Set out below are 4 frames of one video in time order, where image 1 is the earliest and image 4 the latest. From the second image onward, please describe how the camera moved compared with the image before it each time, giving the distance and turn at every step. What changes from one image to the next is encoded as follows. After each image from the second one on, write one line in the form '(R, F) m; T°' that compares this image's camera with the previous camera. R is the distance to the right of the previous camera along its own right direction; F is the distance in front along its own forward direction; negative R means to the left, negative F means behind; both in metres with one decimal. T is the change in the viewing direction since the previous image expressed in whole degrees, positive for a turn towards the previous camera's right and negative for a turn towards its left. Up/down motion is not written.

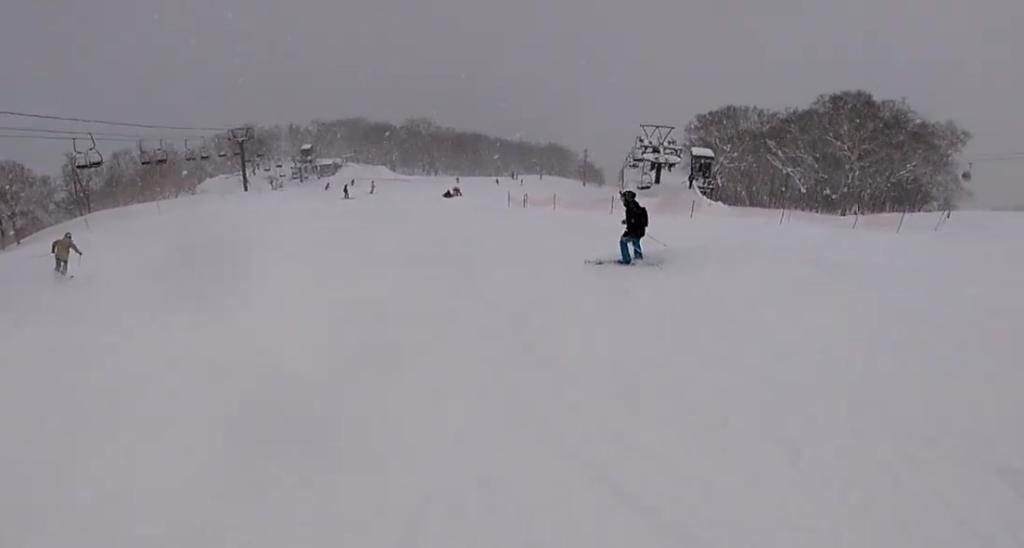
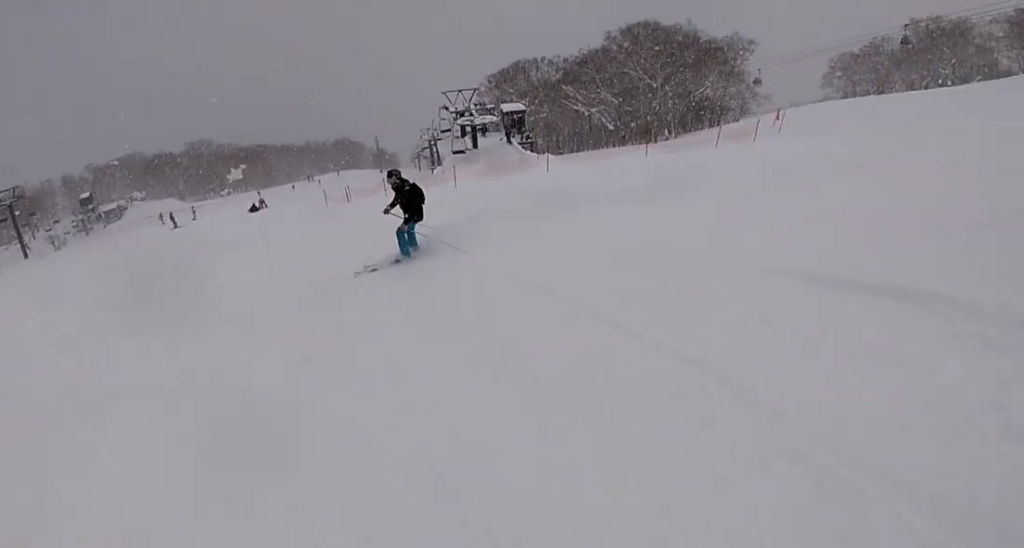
(+0.5, +5.2) m; +13°
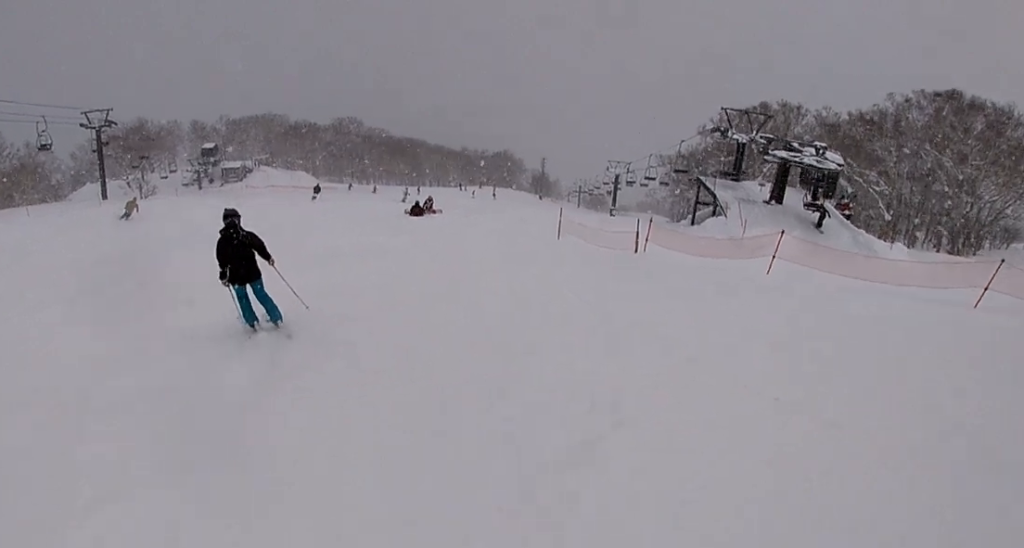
(-3.1, +22.0) m; -16°
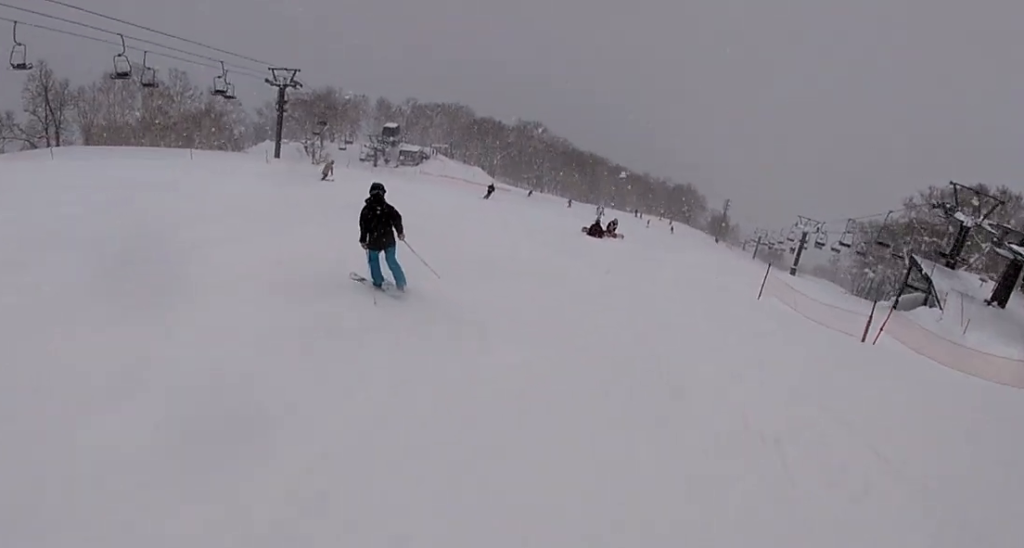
(0.0, +3.2) m; -5°
